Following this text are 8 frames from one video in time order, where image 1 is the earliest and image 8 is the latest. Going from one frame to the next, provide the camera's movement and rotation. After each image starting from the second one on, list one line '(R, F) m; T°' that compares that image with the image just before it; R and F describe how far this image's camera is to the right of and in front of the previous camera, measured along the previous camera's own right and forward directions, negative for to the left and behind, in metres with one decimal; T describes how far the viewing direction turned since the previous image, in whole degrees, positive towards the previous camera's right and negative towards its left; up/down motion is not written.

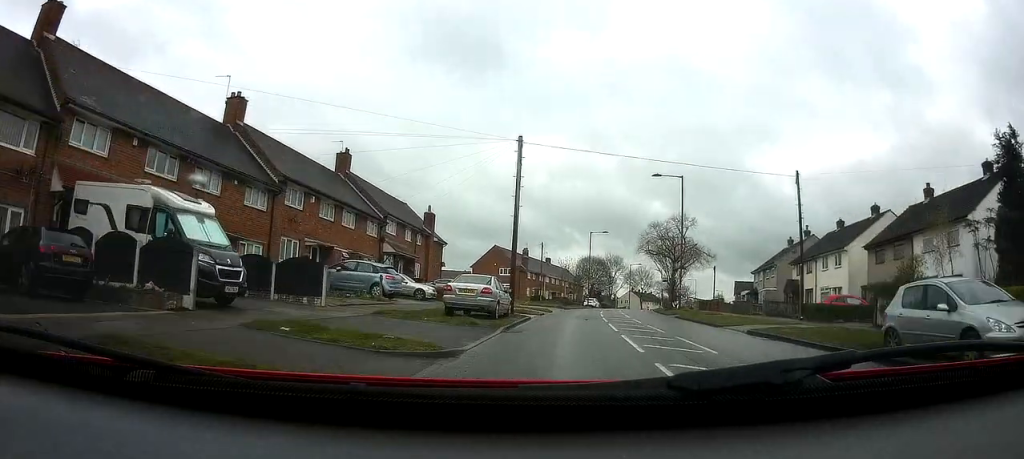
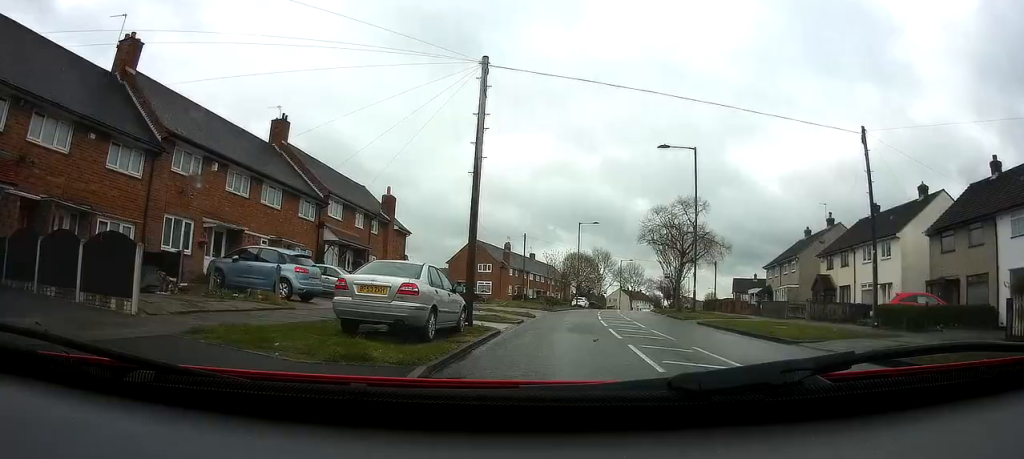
(-0.1, +8.5) m; -1°
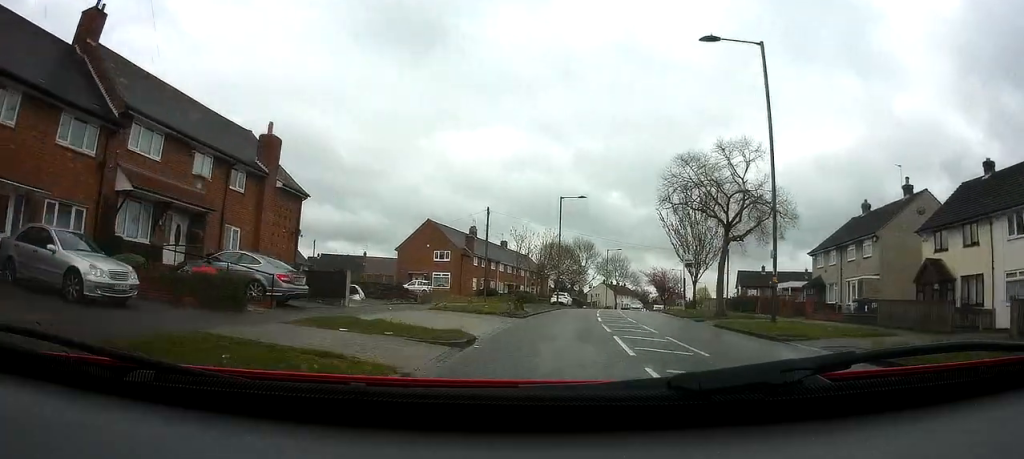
(-0.2, +16.0) m; +2°
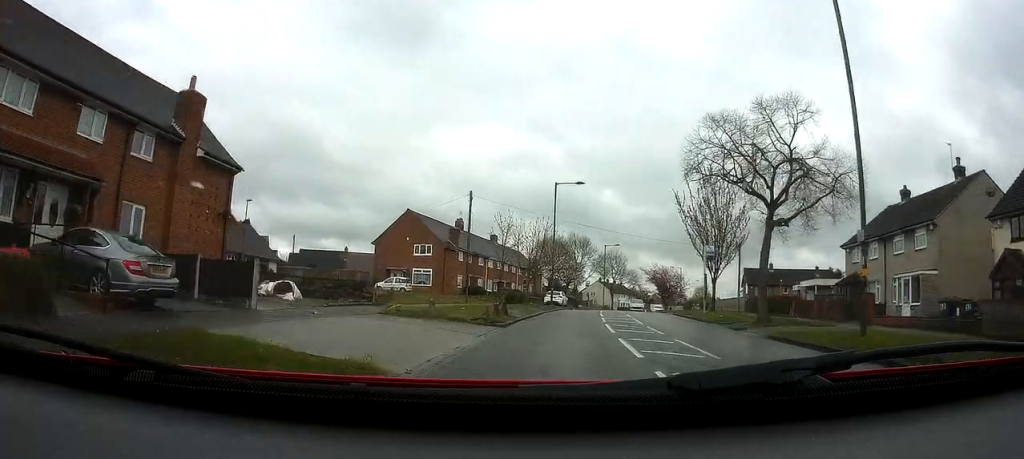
(+0.3, +6.4) m; +1°
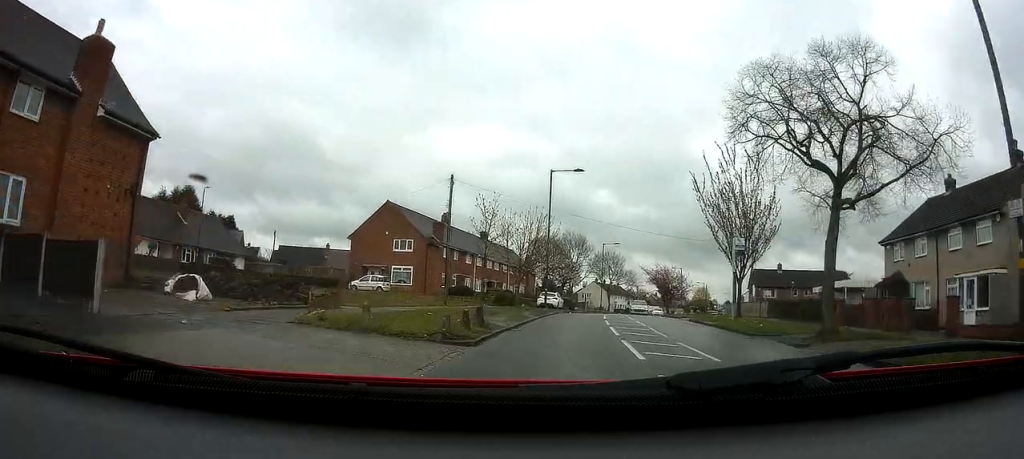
(+0.1, +5.7) m; +1°
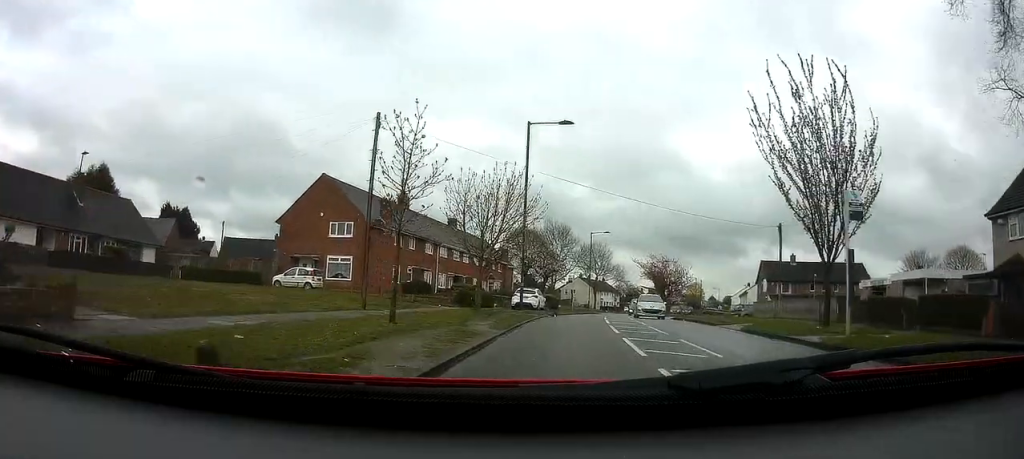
(0.0, +11.4) m; +1°
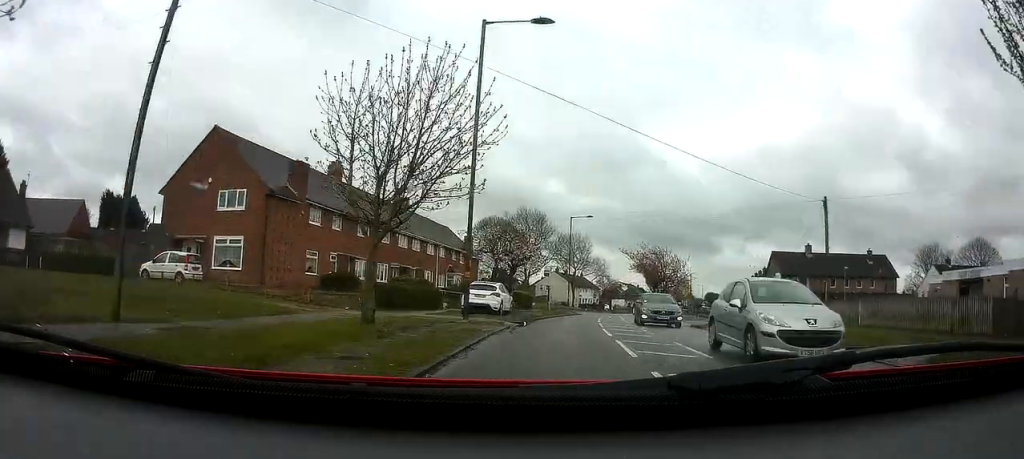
(+0.3, +11.8) m; +4°
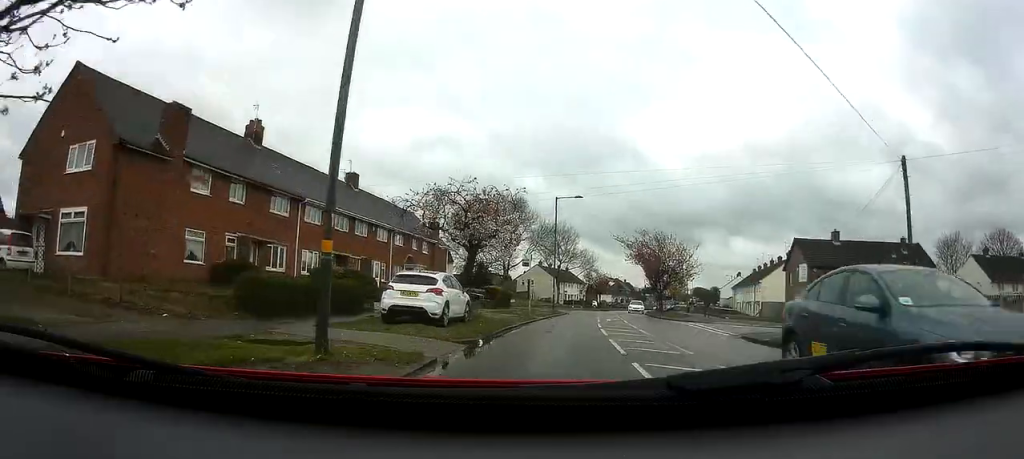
(+0.3, +10.2) m; +3°
